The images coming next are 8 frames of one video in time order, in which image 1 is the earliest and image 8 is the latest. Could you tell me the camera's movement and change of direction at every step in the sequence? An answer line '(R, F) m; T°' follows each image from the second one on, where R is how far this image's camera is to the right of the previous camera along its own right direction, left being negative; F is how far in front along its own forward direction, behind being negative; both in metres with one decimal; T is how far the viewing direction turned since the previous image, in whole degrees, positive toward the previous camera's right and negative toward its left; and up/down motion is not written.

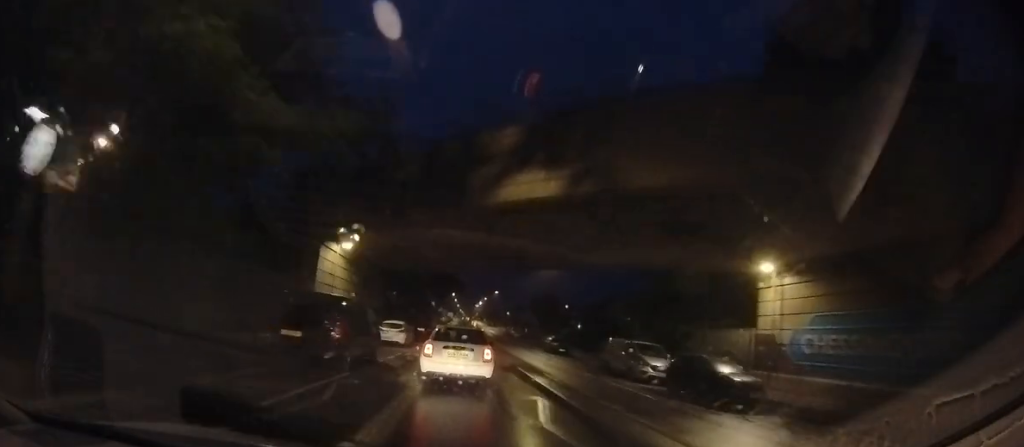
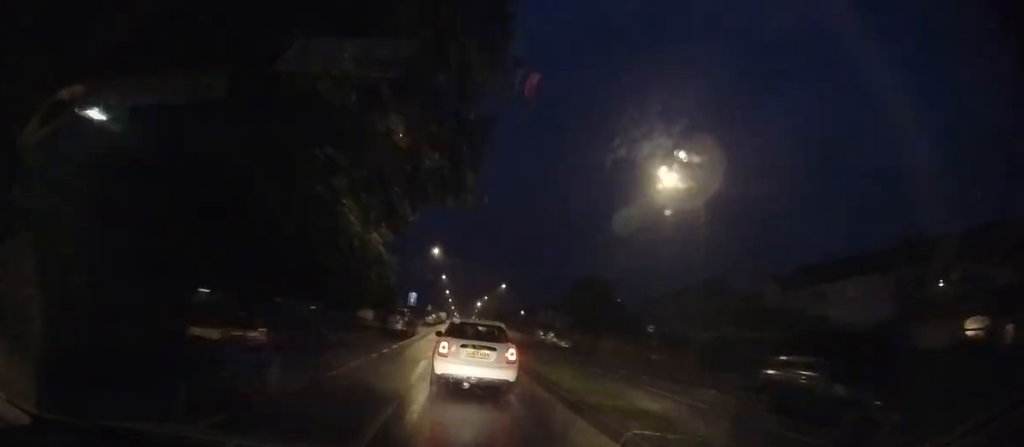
(-0.9, +26.4) m; -2°
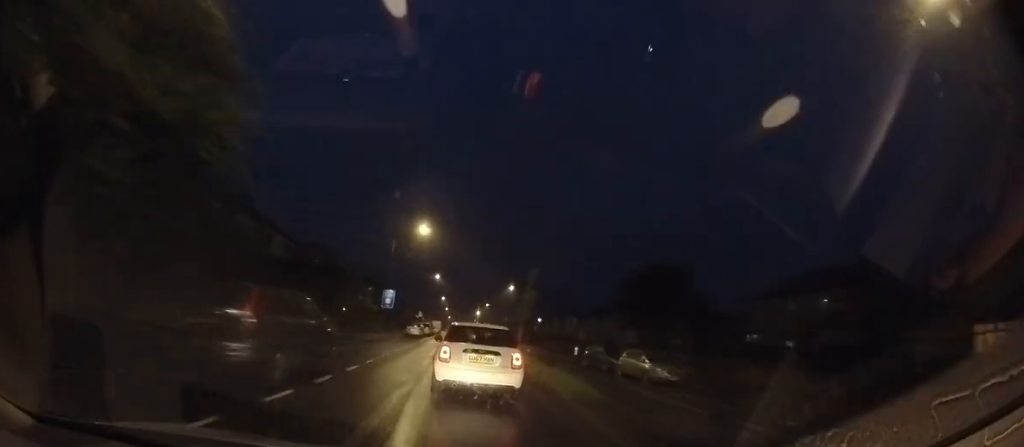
(+0.6, +16.0) m; +2°
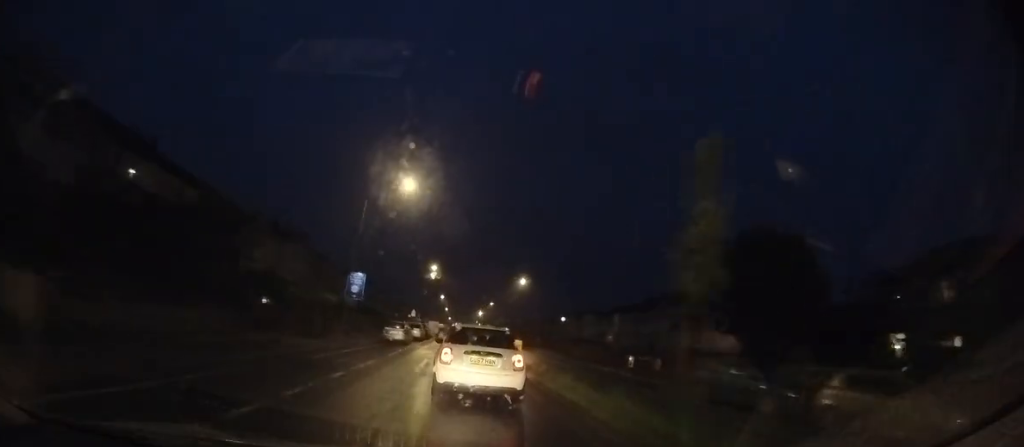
(0.0, +11.2) m; 0°
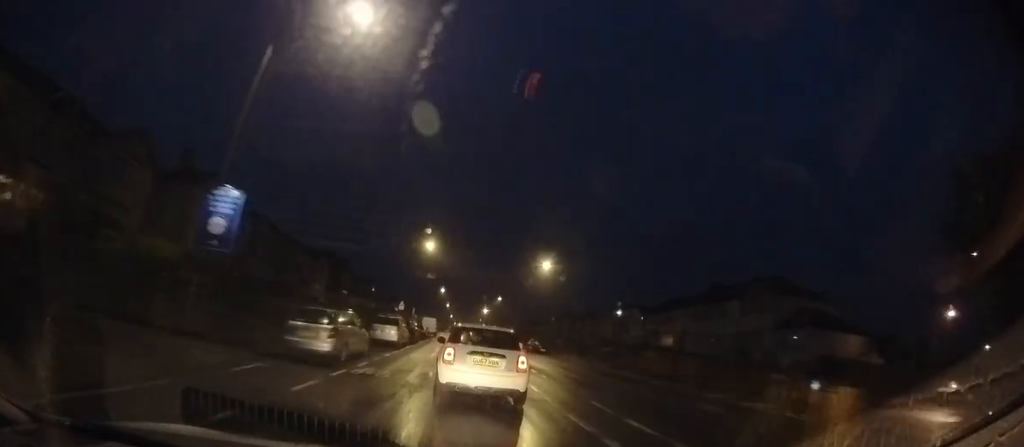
(0.0, +13.6) m; 0°
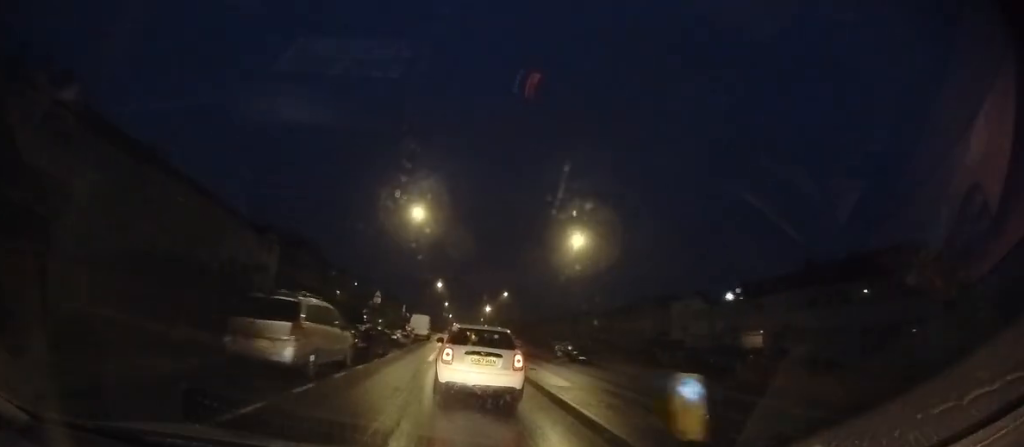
(0.0, +12.0) m; 0°
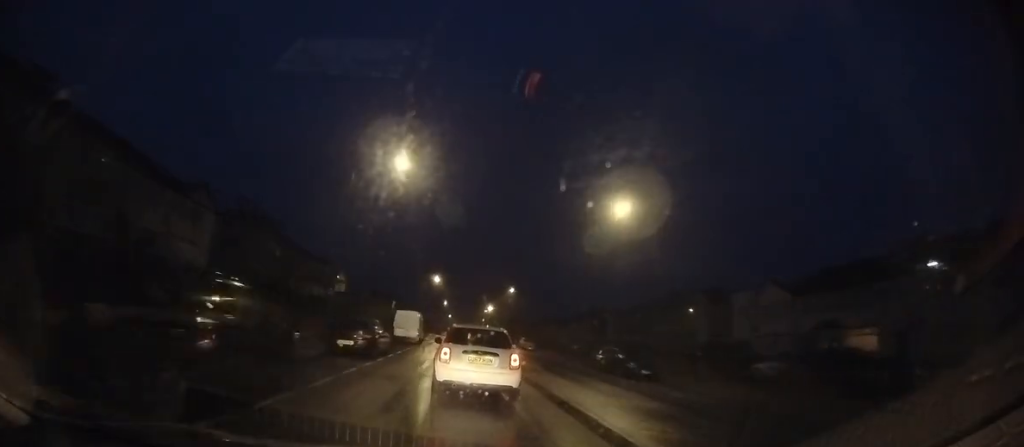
(0.0, +9.1) m; -1°
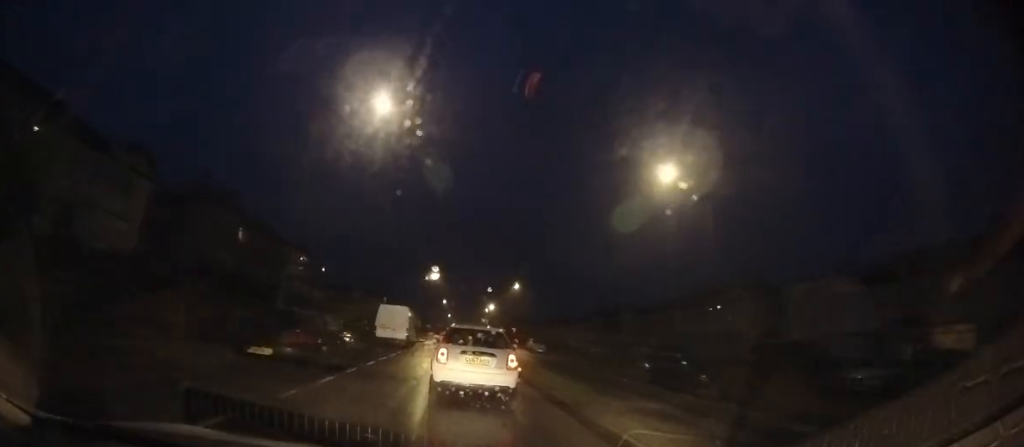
(0.0, +5.7) m; 0°
